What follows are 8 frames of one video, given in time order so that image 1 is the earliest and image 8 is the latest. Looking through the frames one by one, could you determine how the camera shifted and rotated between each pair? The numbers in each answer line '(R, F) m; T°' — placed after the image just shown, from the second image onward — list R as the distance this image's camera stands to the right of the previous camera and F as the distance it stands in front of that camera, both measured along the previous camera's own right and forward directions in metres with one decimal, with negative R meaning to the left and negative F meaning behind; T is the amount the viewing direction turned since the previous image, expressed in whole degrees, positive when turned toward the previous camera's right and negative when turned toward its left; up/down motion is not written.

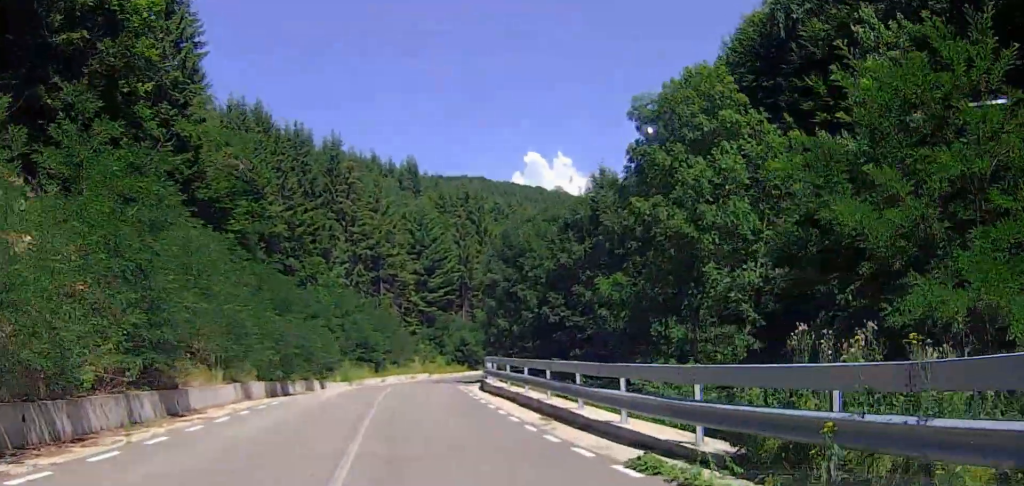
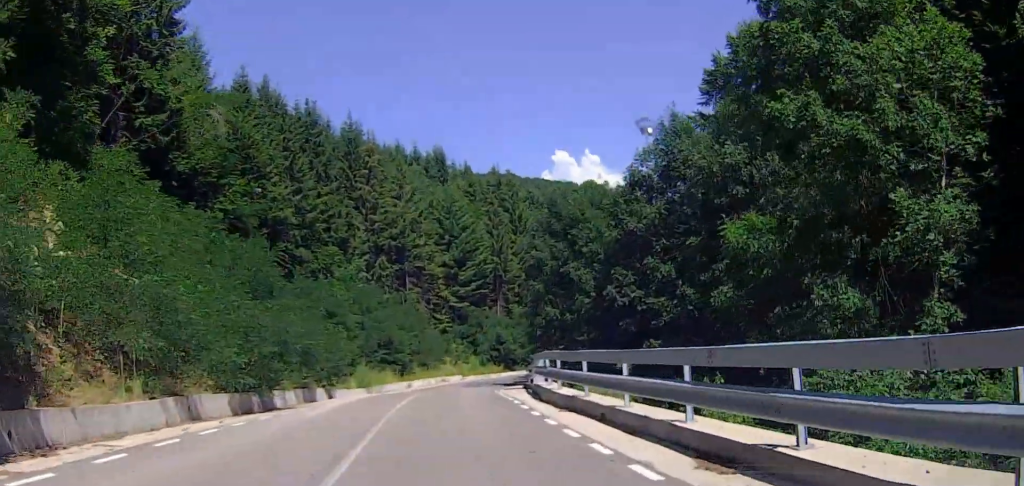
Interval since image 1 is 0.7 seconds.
(-0.1, +8.1) m; +6°
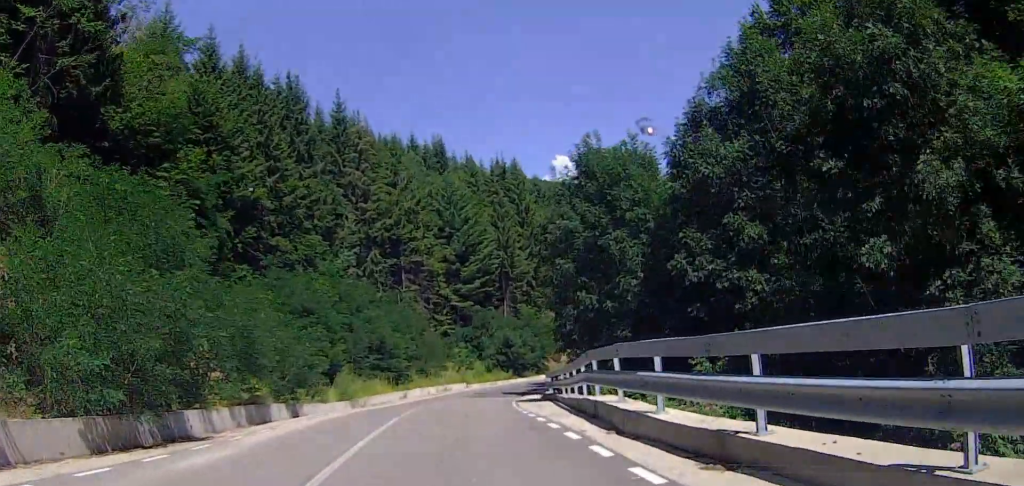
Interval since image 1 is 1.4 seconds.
(+0.7, +8.1) m; +6°
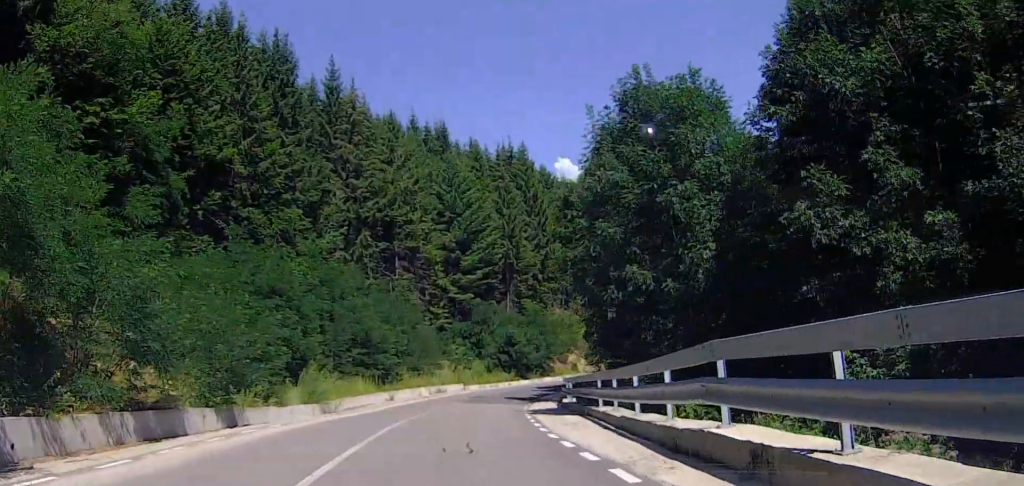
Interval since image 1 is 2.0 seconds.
(+0.5, +7.2) m; +4°
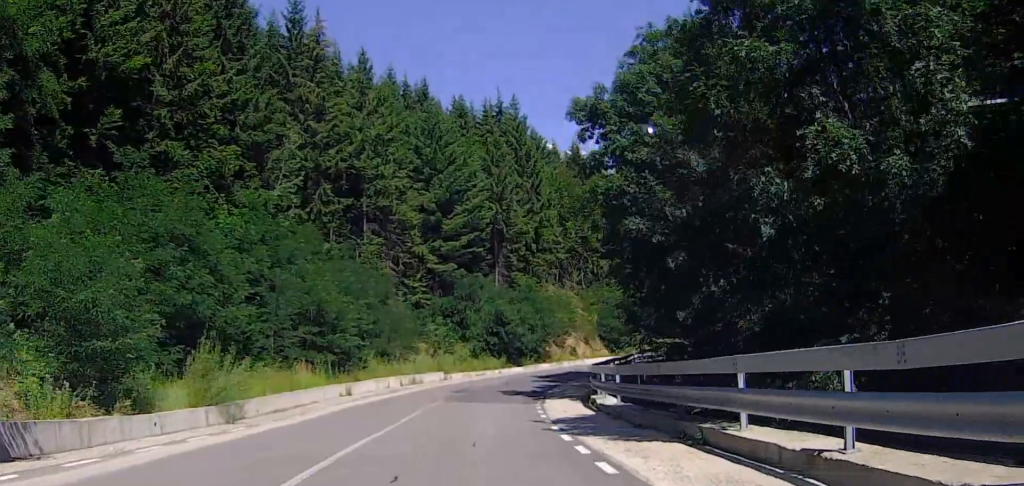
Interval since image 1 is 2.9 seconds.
(+0.1, +10.7) m; +1°
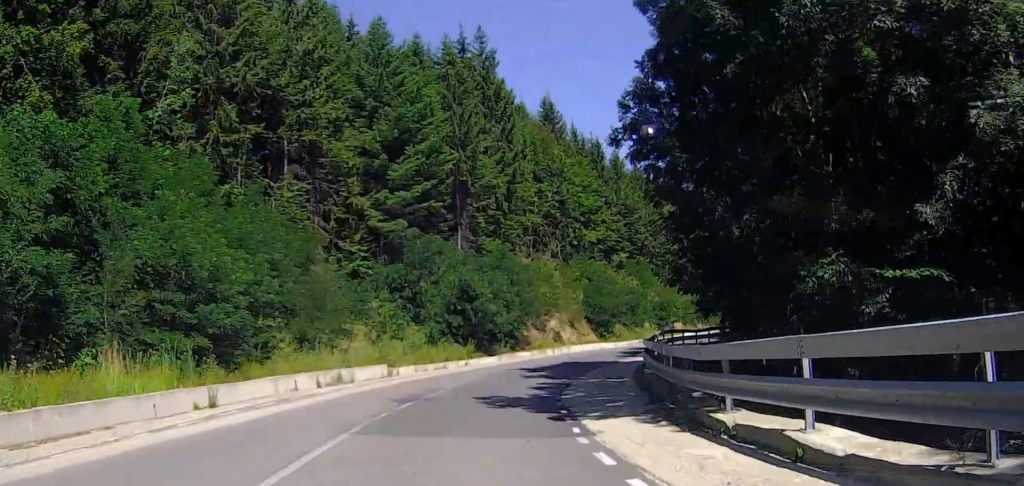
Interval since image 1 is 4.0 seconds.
(0.0, +13.6) m; 0°
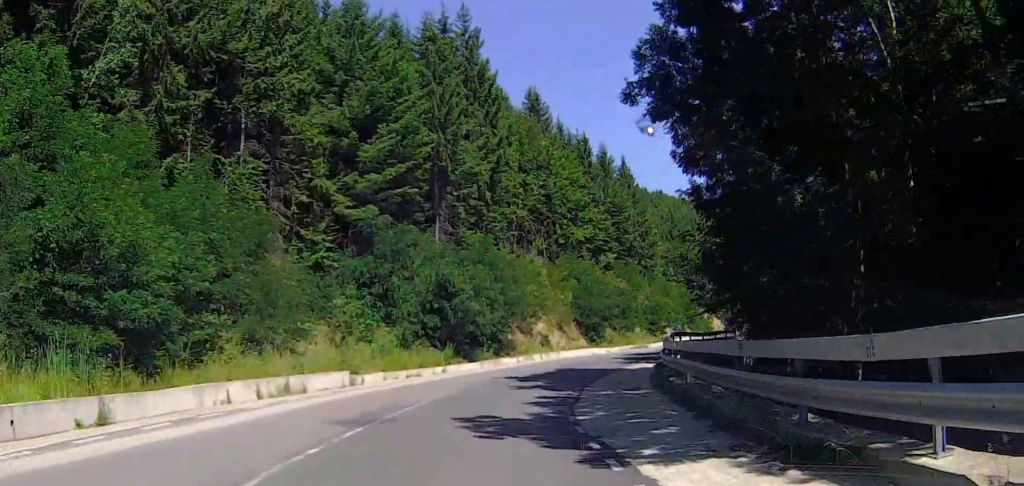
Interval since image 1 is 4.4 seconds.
(0.0, +5.3) m; 0°
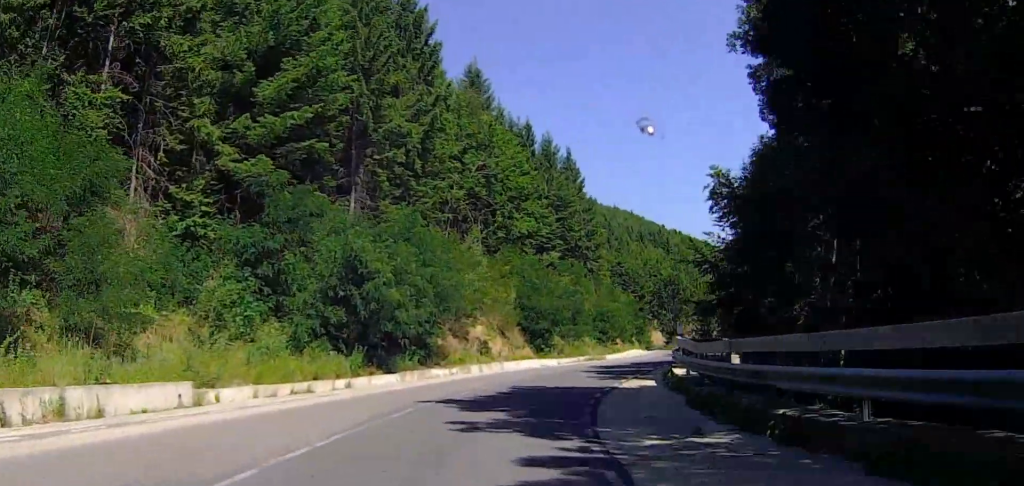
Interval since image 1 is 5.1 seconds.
(0.0, +9.9) m; 0°
